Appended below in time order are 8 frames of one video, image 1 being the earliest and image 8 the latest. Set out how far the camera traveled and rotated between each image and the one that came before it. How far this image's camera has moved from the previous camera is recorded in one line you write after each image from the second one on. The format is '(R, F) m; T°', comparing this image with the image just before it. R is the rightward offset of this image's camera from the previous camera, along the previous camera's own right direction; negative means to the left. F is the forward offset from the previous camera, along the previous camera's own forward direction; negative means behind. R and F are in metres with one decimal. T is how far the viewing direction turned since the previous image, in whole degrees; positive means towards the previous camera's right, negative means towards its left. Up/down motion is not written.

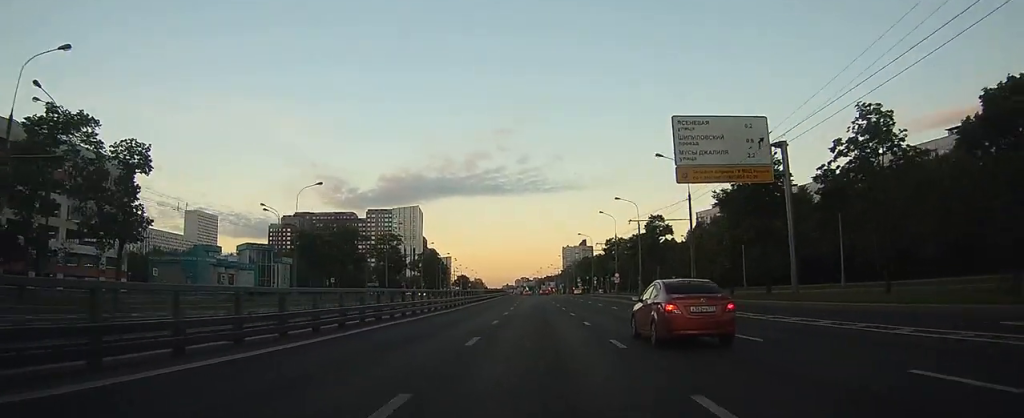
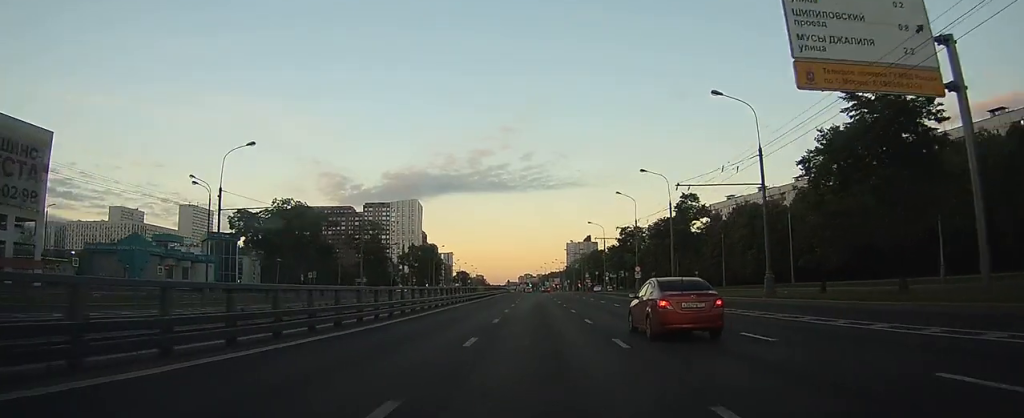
(+0.1, +16.4) m; 0°
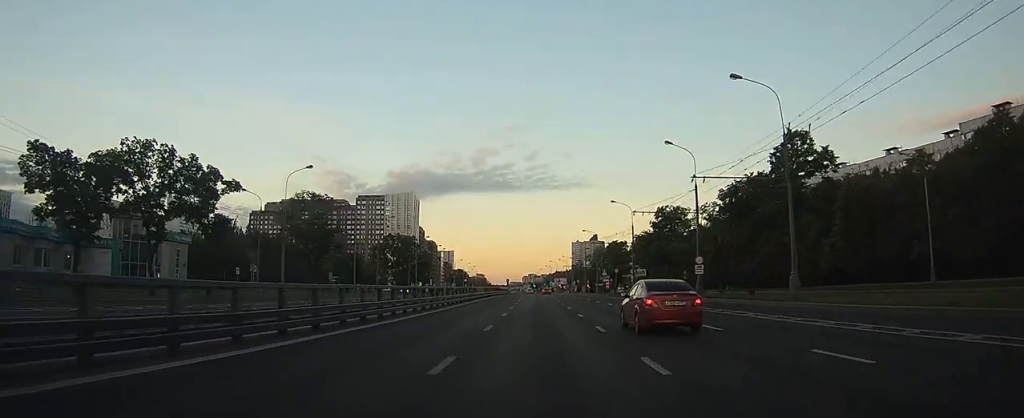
(-0.1, +28.0) m; -1°
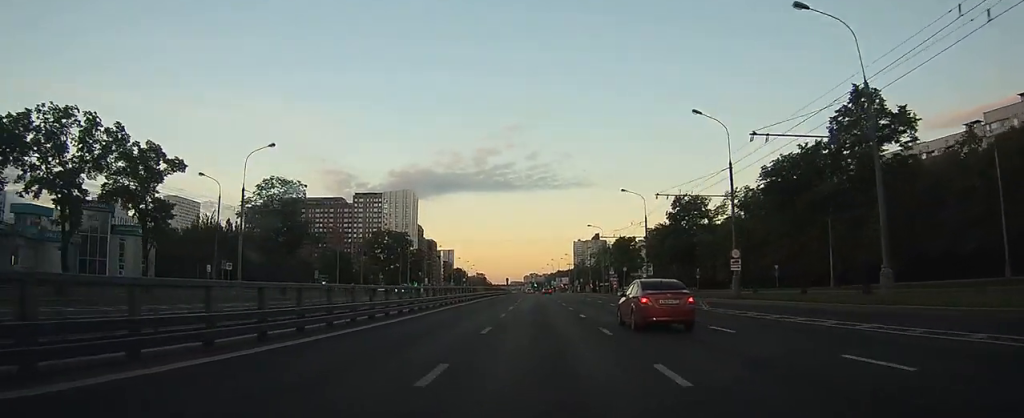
(-0.1, +9.1) m; 0°
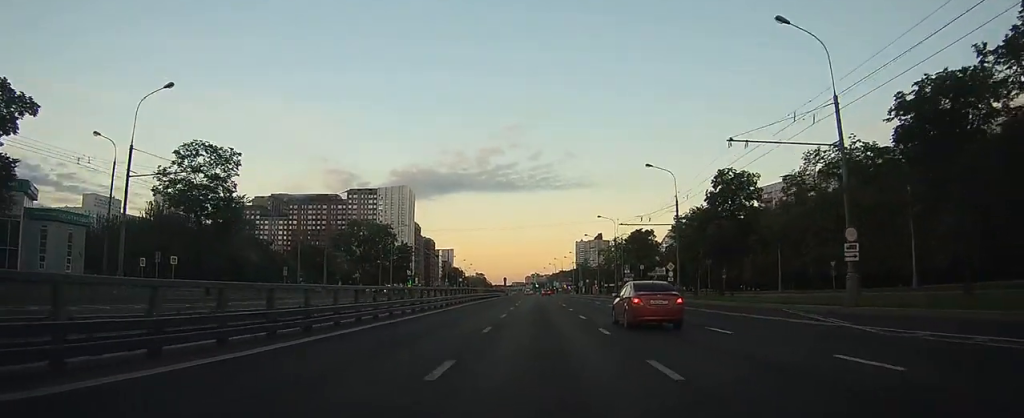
(-0.1, +15.7) m; 0°
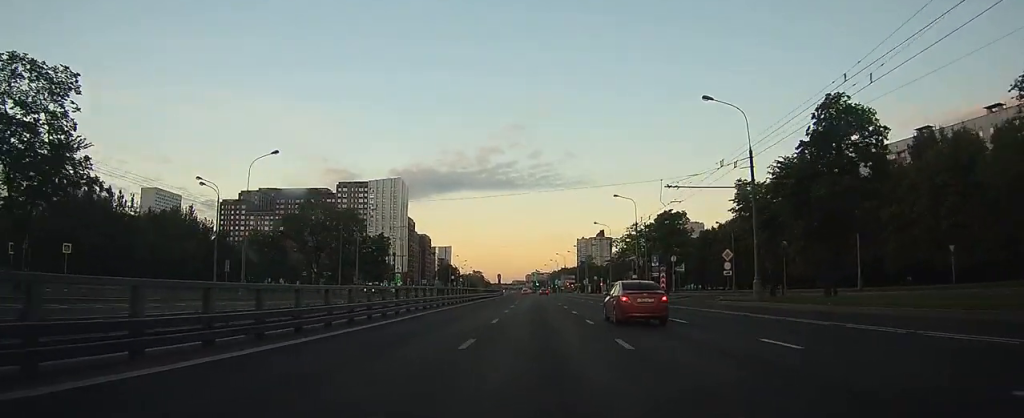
(0.0, +20.4) m; 0°
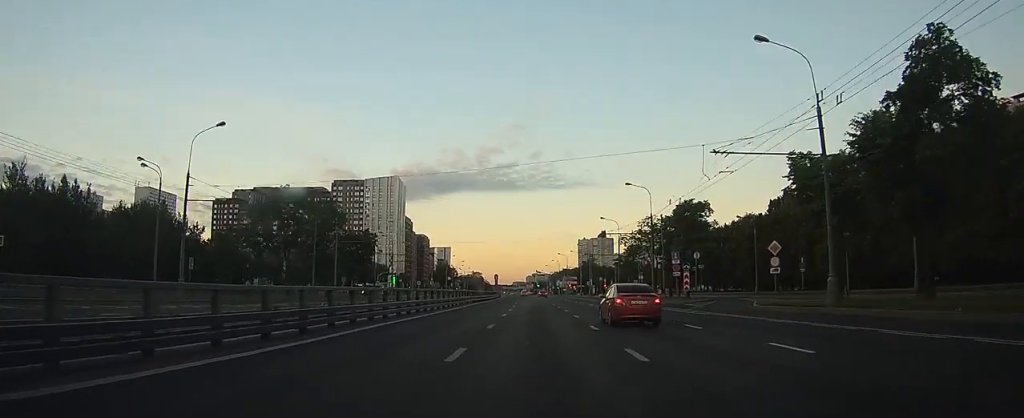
(0.0, +9.5) m; 0°
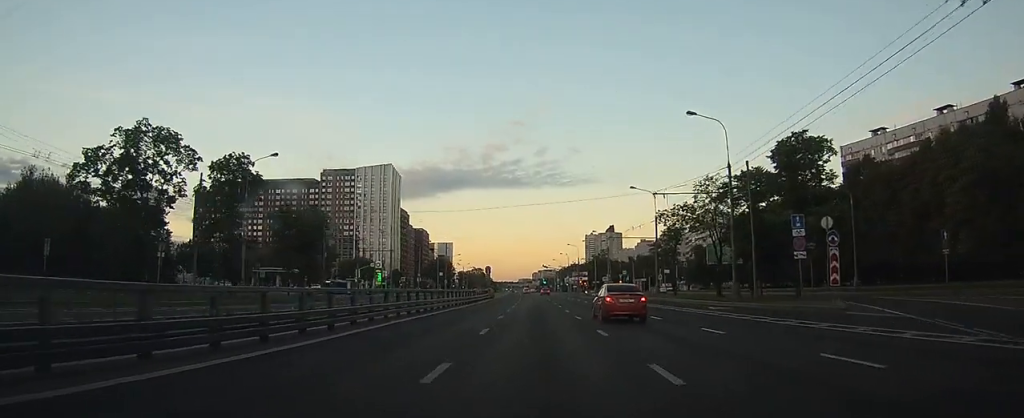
(0.0, +26.1) m; 0°
